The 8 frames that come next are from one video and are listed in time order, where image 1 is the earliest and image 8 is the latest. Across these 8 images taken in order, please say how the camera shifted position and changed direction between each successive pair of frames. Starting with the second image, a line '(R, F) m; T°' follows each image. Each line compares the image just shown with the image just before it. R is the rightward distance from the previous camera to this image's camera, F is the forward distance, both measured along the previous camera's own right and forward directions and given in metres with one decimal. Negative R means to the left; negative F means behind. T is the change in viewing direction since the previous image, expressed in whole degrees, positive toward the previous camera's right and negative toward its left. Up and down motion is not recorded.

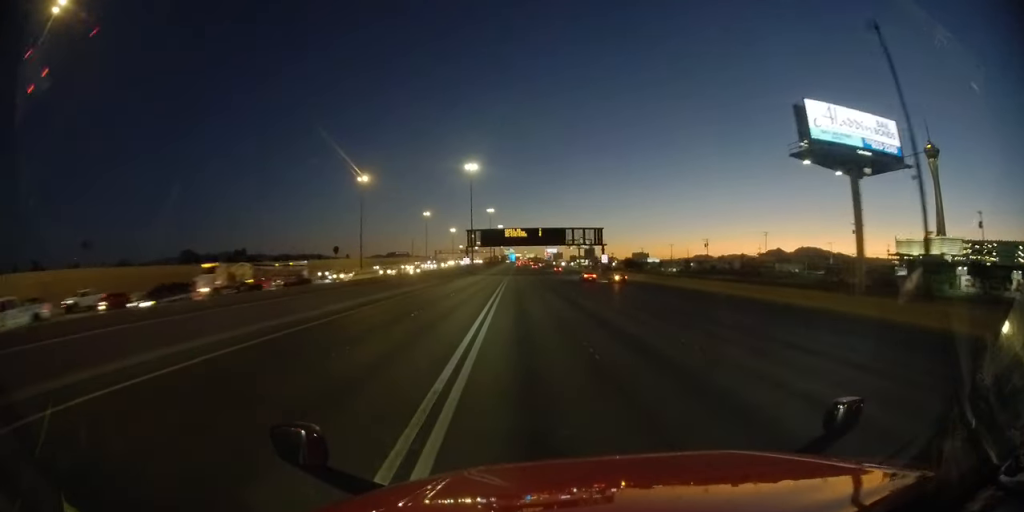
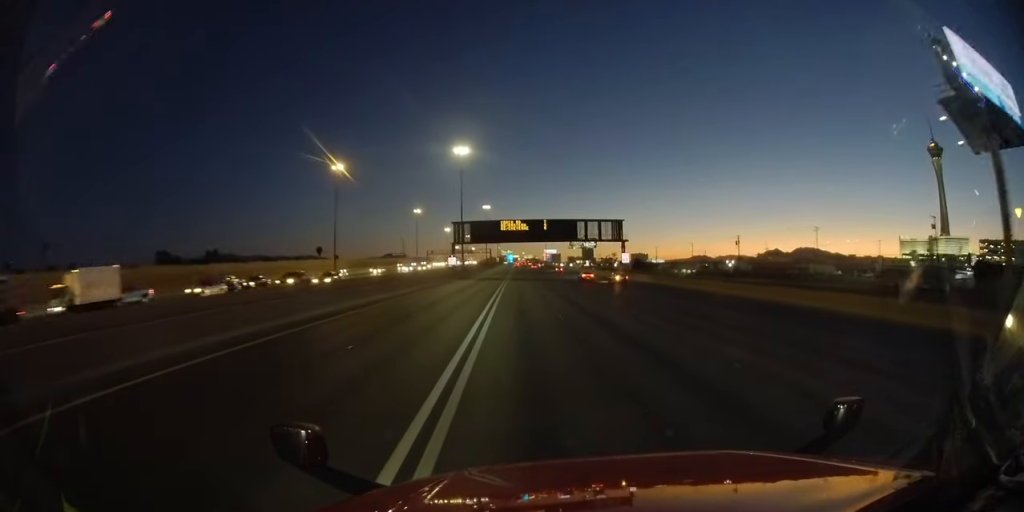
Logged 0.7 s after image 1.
(0.0, +20.2) m; 0°
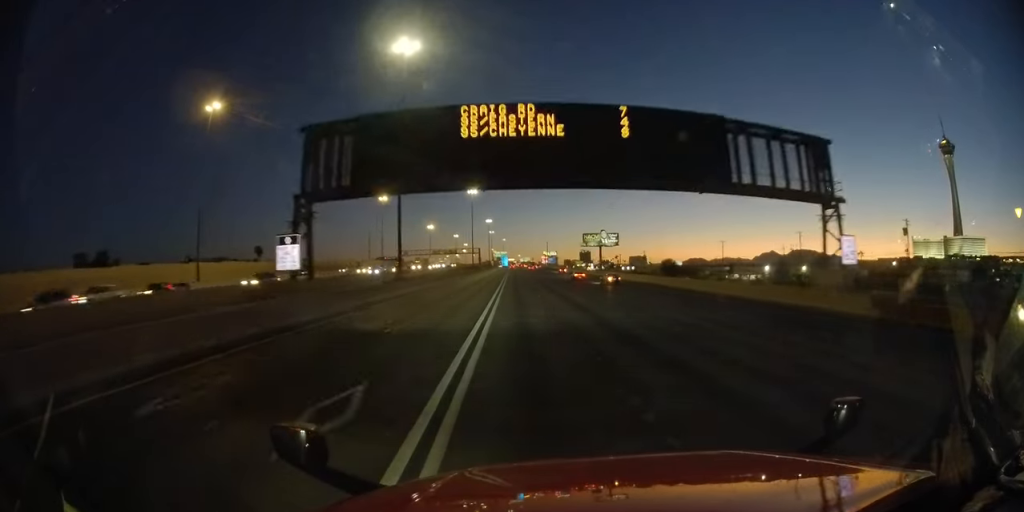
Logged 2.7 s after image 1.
(+0.9, +58.0) m; +1°
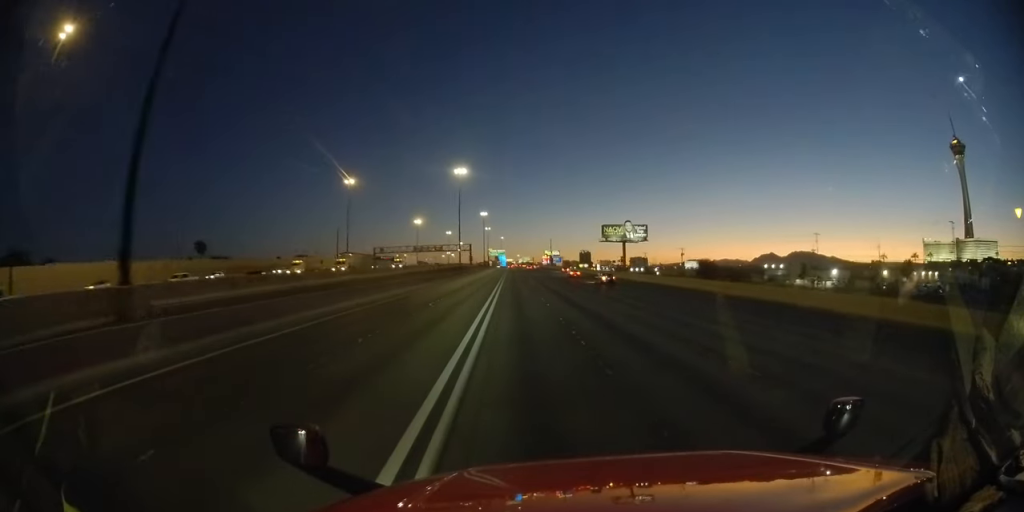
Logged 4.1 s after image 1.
(+0.1, +39.4) m; 0°
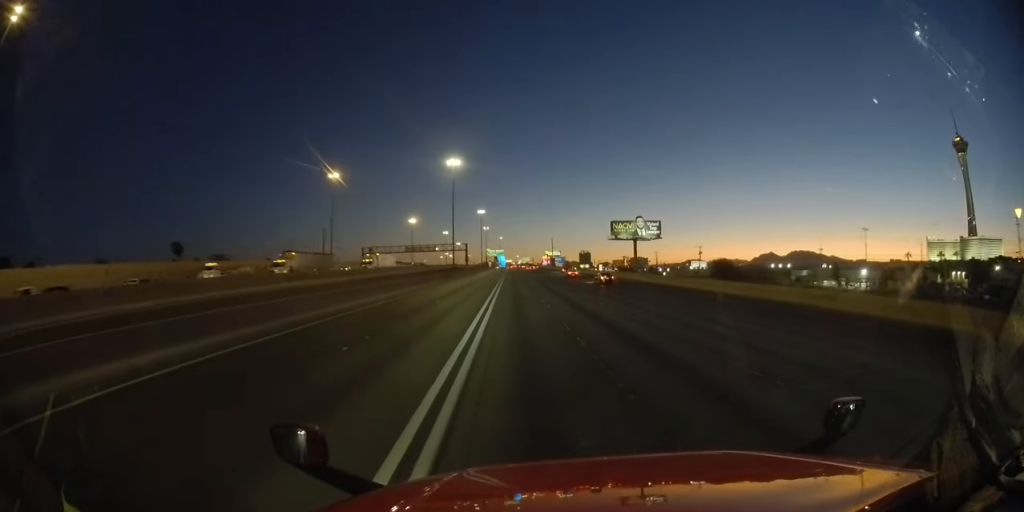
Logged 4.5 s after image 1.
(0.0, +13.3) m; 0°
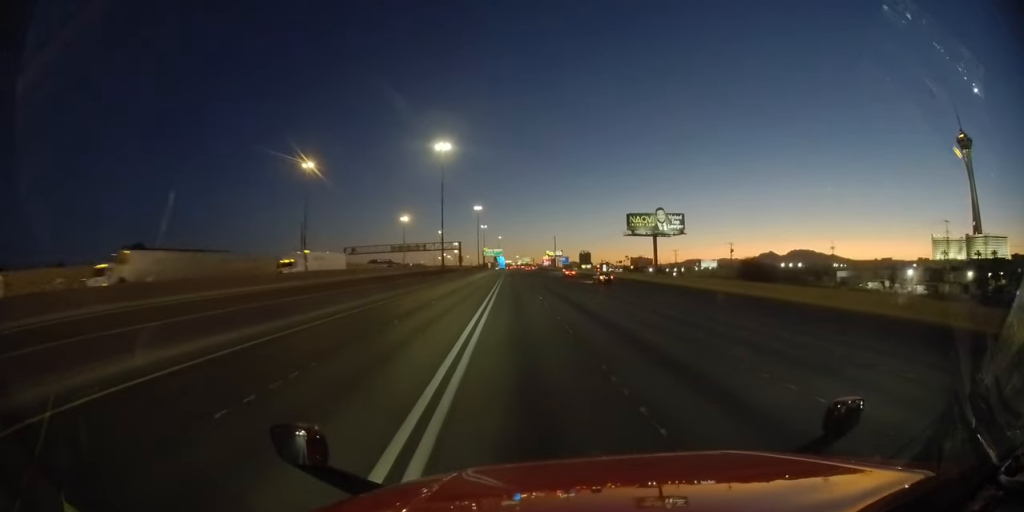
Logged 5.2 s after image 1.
(0.0, +18.1) m; 0°
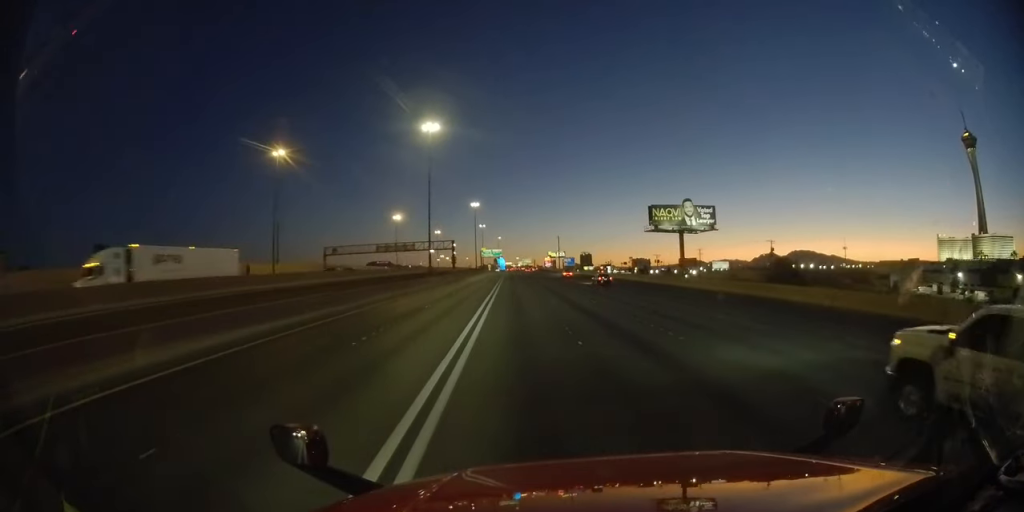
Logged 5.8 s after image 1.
(+0.1, +17.2) m; 0°
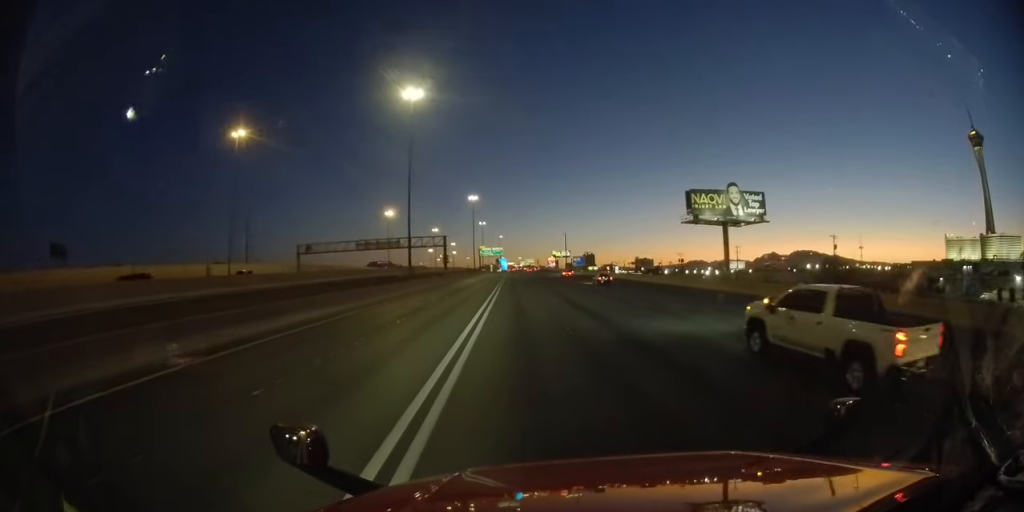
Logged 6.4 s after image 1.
(0.0, +19.1) m; 0°
